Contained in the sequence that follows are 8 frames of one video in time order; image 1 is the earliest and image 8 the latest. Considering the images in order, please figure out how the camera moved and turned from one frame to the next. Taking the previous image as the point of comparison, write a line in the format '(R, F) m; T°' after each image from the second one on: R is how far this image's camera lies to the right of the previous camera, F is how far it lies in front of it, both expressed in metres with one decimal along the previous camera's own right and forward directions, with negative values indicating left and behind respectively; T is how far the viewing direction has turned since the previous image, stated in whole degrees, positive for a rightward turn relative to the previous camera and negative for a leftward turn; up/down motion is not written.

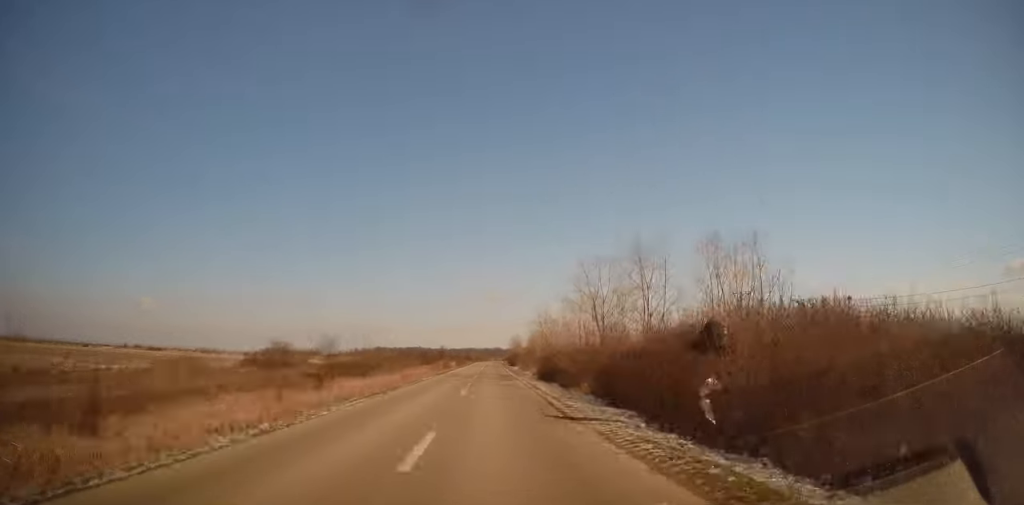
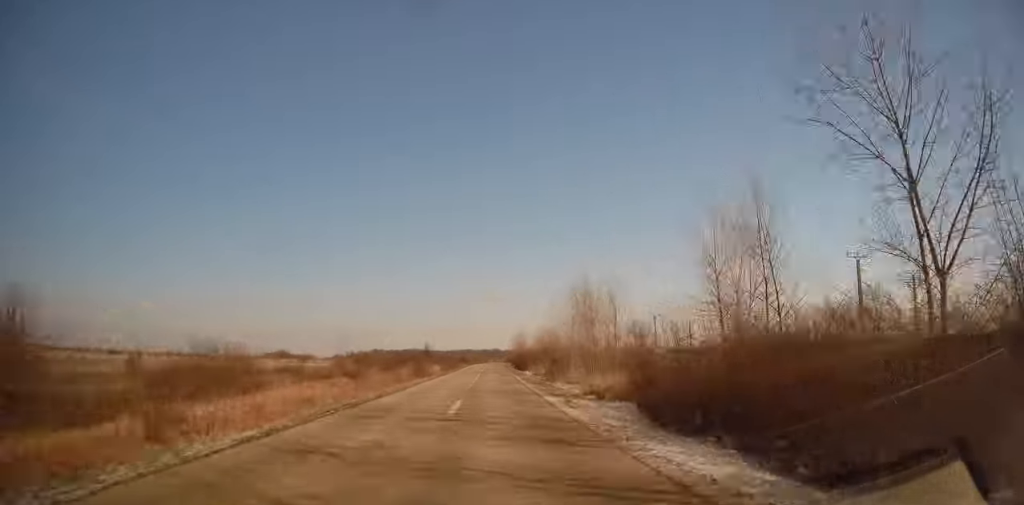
(+0.6, +29.0) m; 0°
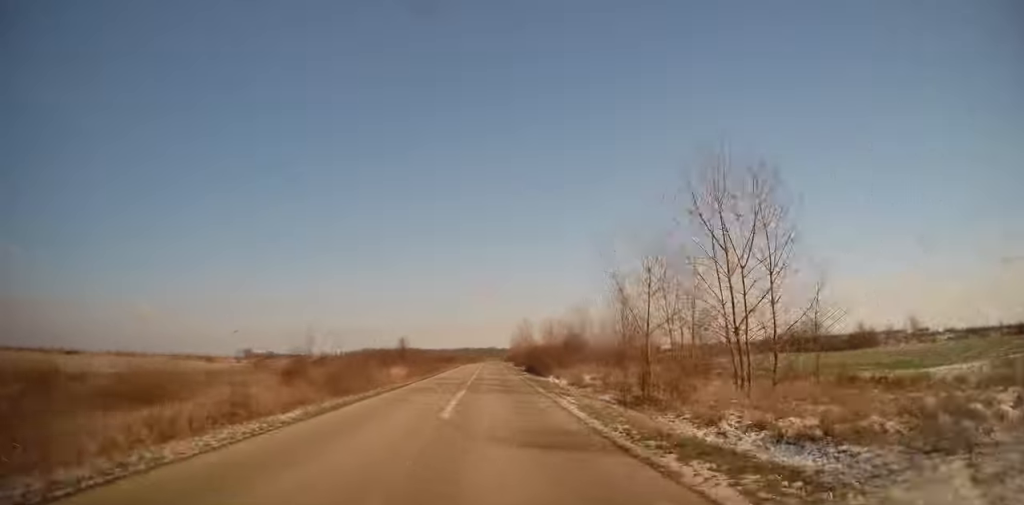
(-0.8, +25.3) m; 0°
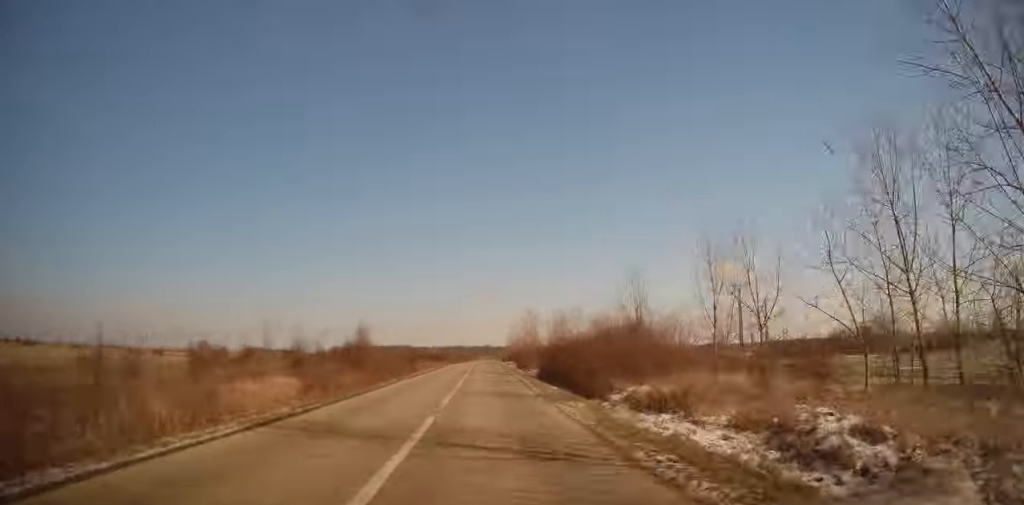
(+0.5, +21.6) m; +1°
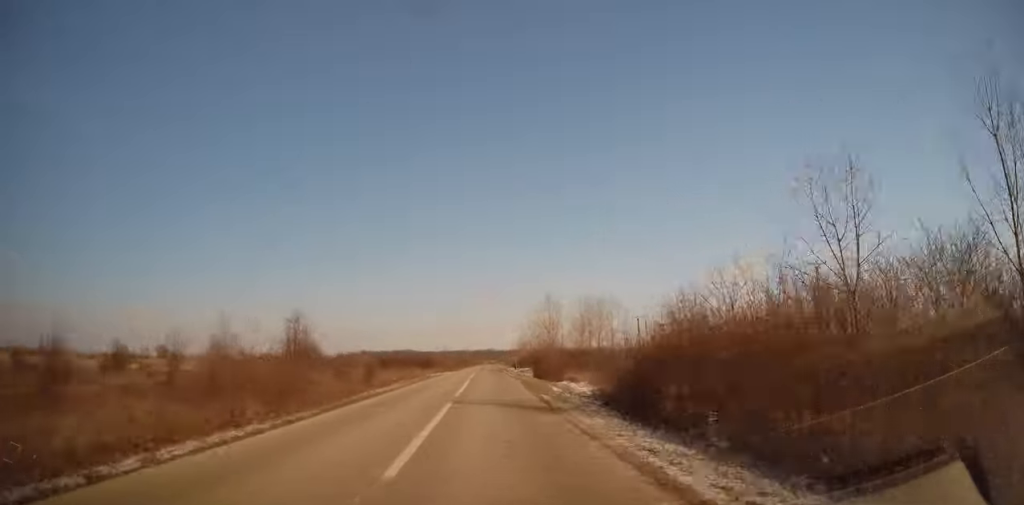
(+0.2, +20.4) m; 0°
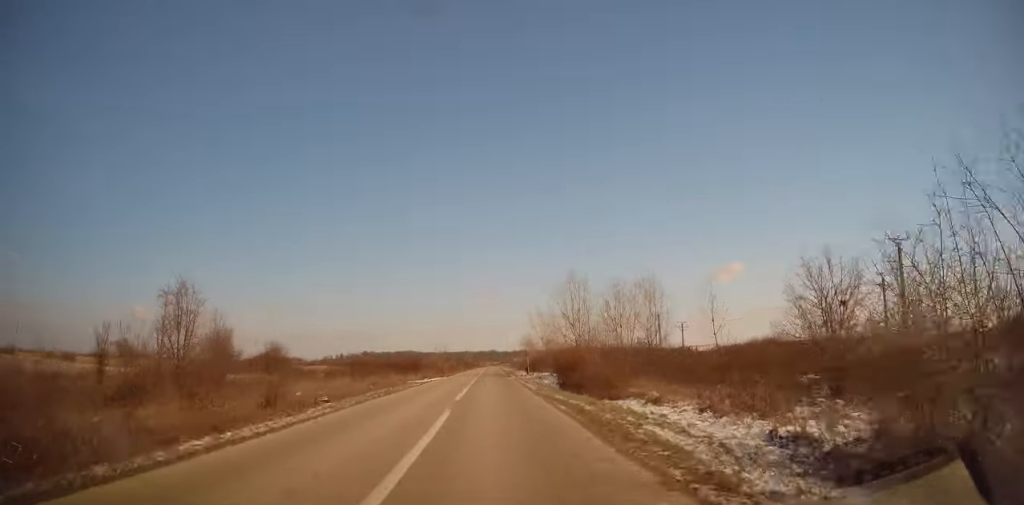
(0.0, +14.5) m; -1°
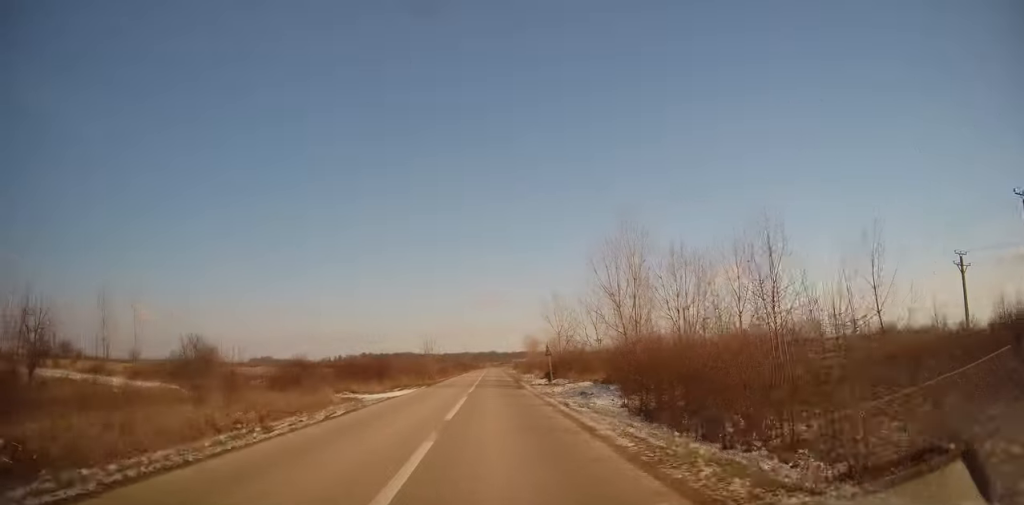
(-0.4, +16.0) m; 0°
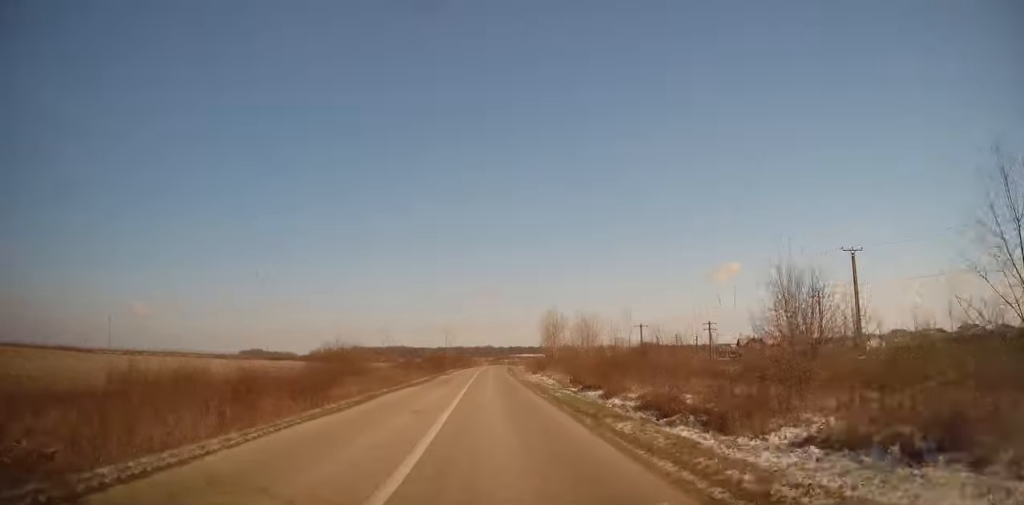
(+1.3, +52.4) m; +1°
